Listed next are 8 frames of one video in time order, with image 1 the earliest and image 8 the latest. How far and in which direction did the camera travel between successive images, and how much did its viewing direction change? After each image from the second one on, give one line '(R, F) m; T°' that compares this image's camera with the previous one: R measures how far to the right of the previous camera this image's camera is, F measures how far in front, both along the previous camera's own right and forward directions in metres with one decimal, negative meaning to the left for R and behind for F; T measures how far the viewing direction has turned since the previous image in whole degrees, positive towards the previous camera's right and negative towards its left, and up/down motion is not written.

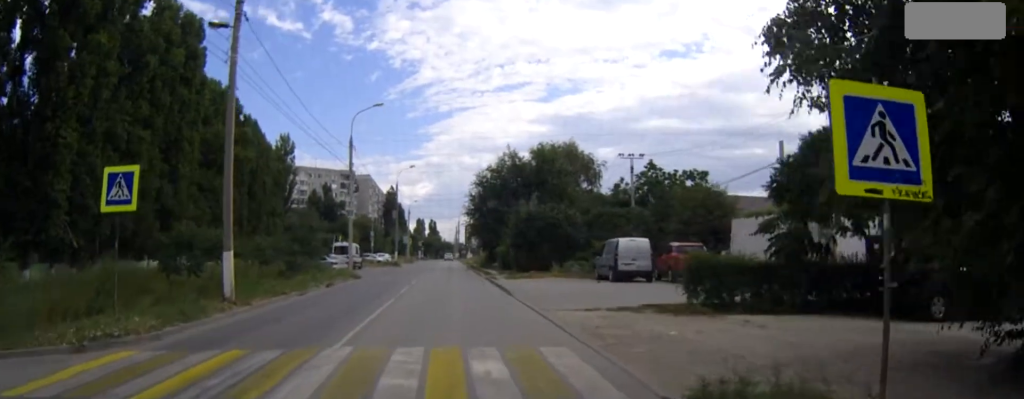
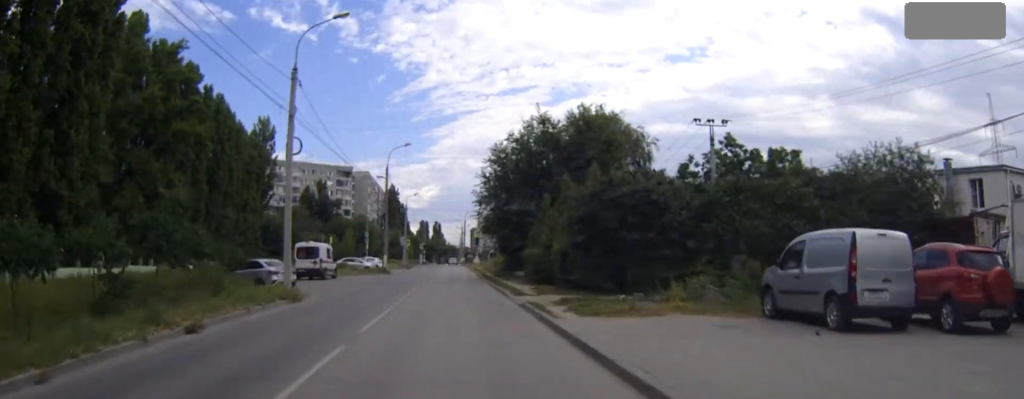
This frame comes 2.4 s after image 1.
(+0.1, +17.5) m; 0°
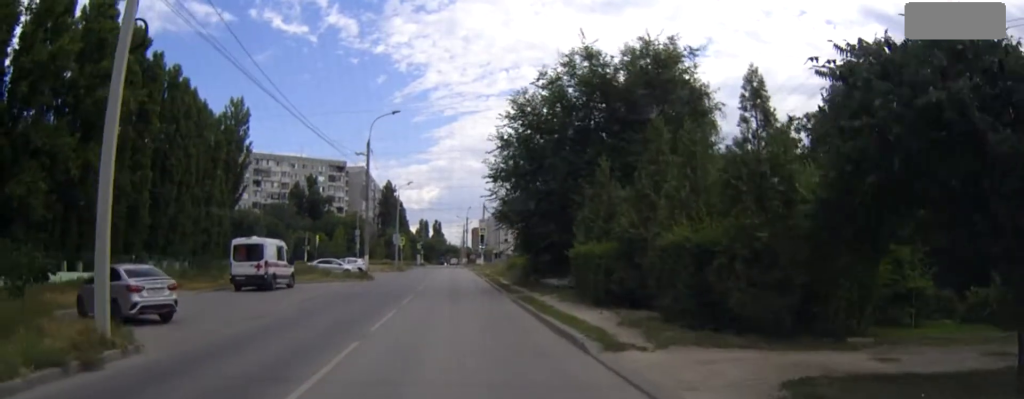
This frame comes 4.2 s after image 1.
(0.0, +14.4) m; 0°
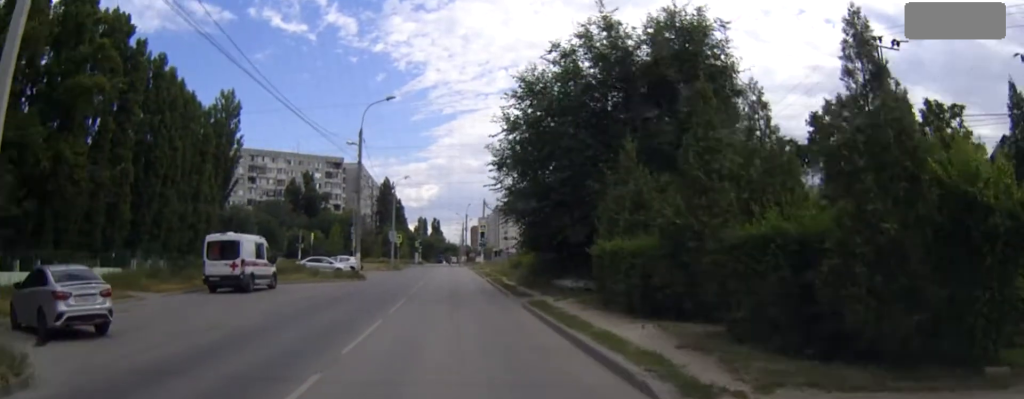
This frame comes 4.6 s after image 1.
(0.0, +3.7) m; 0°
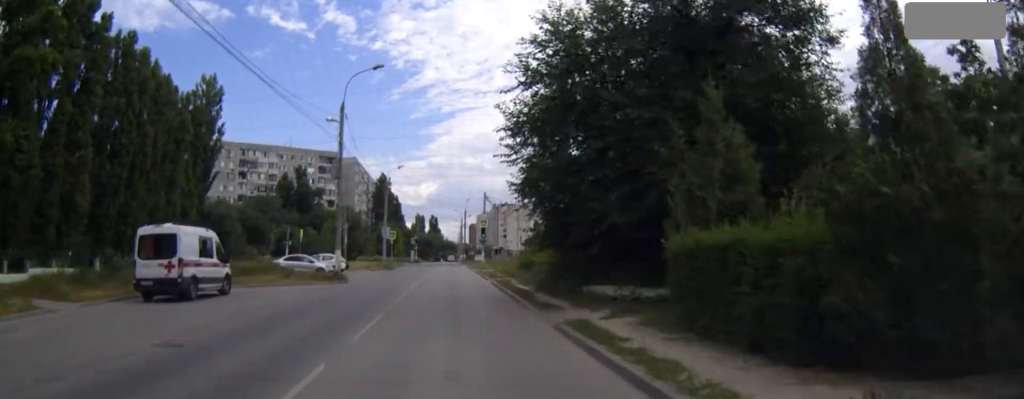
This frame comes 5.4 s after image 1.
(0.0, +7.1) m; 0°
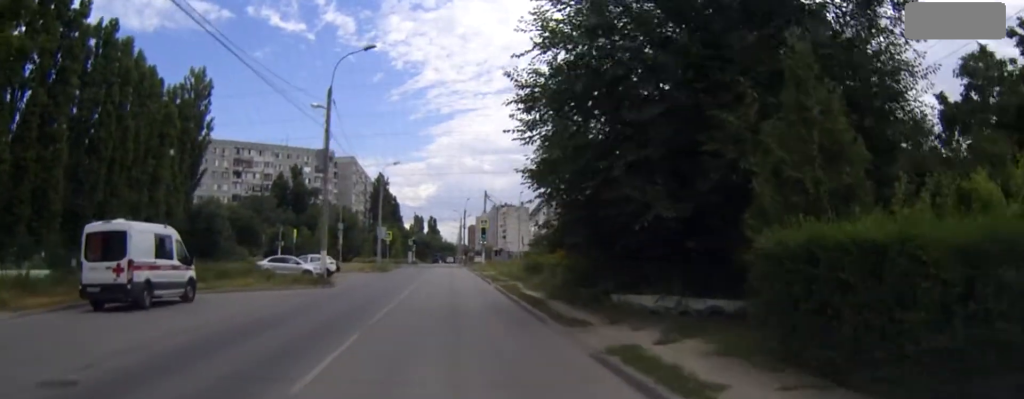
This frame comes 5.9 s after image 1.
(0.0, +3.9) m; 0°
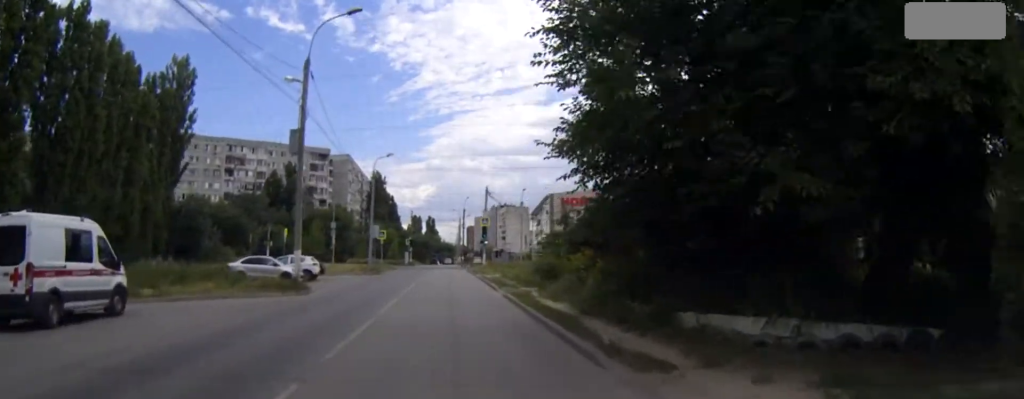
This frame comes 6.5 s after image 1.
(0.0, +5.6) m; 0°
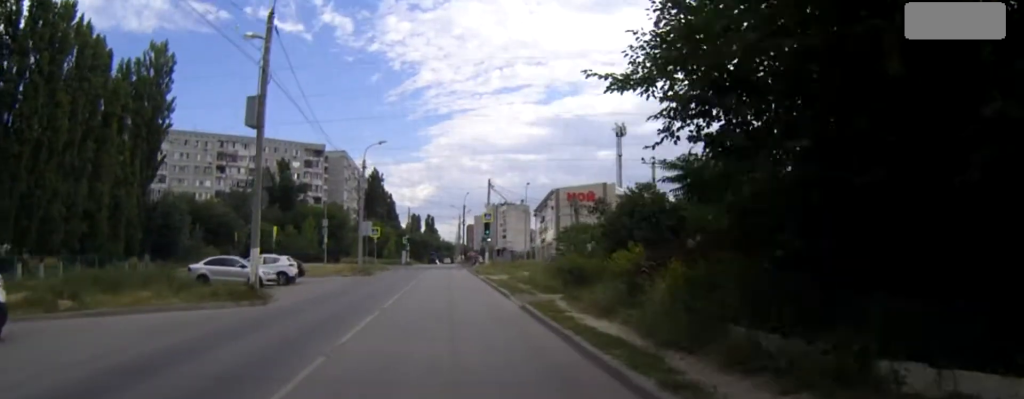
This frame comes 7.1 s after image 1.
(0.0, +6.2) m; 0°
